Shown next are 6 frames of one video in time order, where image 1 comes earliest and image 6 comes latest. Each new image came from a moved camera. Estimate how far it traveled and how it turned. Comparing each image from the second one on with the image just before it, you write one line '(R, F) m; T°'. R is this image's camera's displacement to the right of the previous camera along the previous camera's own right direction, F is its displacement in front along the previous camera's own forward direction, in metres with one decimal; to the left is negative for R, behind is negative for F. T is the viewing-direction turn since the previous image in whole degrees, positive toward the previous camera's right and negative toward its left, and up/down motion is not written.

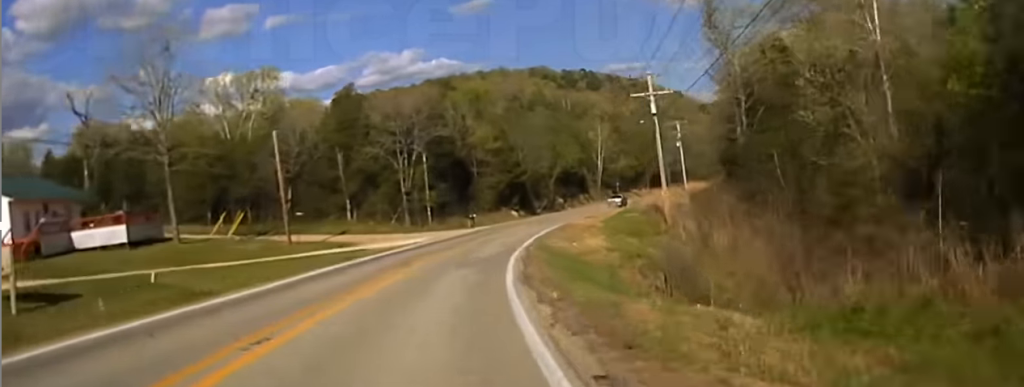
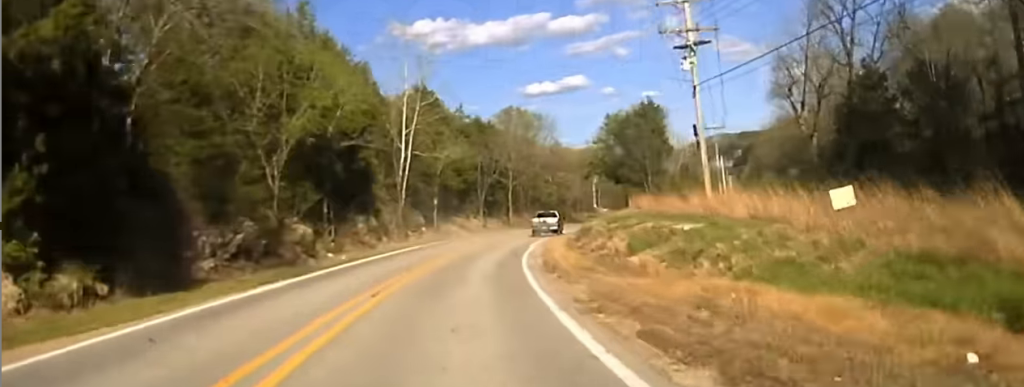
(+14.3, +97.9) m; +17°
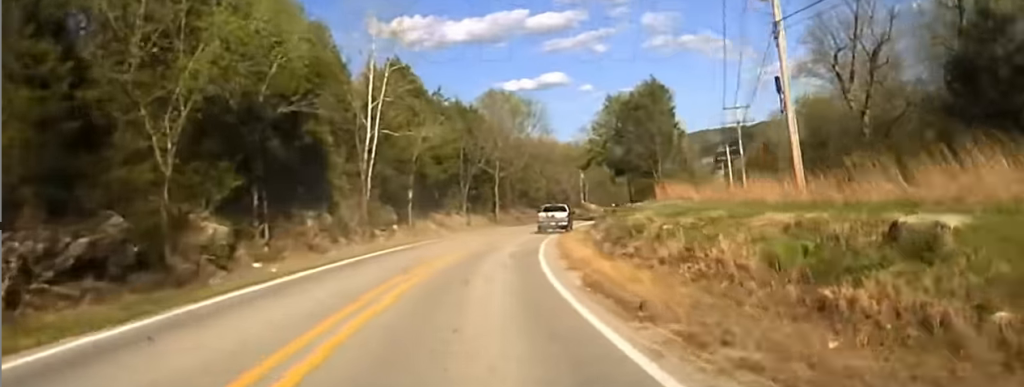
(+0.3, +13.6) m; +2°
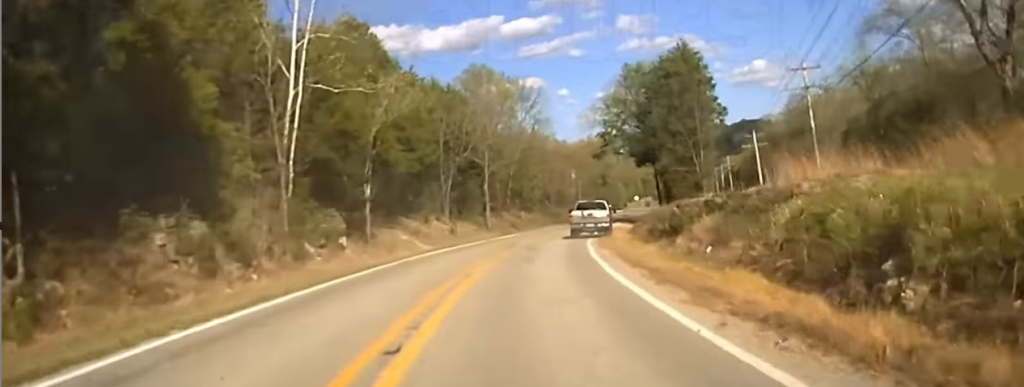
(+0.5, +19.9) m; +3°
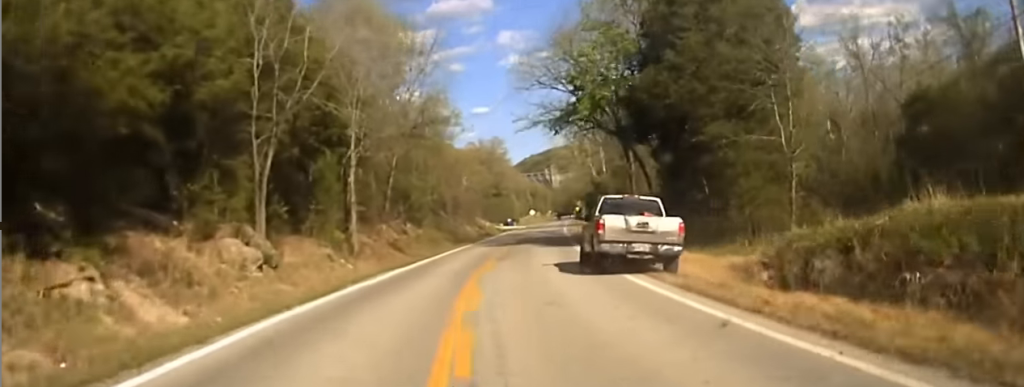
(+2.3, +34.1) m; +8°
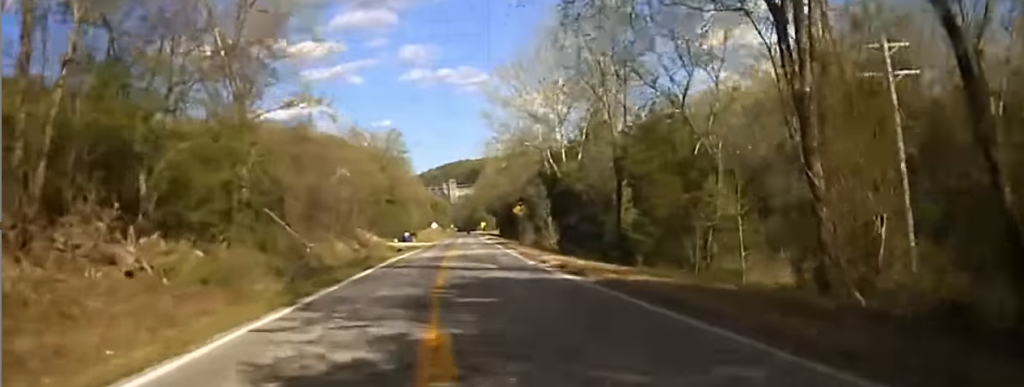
(+3.1, +40.8) m; +6°
